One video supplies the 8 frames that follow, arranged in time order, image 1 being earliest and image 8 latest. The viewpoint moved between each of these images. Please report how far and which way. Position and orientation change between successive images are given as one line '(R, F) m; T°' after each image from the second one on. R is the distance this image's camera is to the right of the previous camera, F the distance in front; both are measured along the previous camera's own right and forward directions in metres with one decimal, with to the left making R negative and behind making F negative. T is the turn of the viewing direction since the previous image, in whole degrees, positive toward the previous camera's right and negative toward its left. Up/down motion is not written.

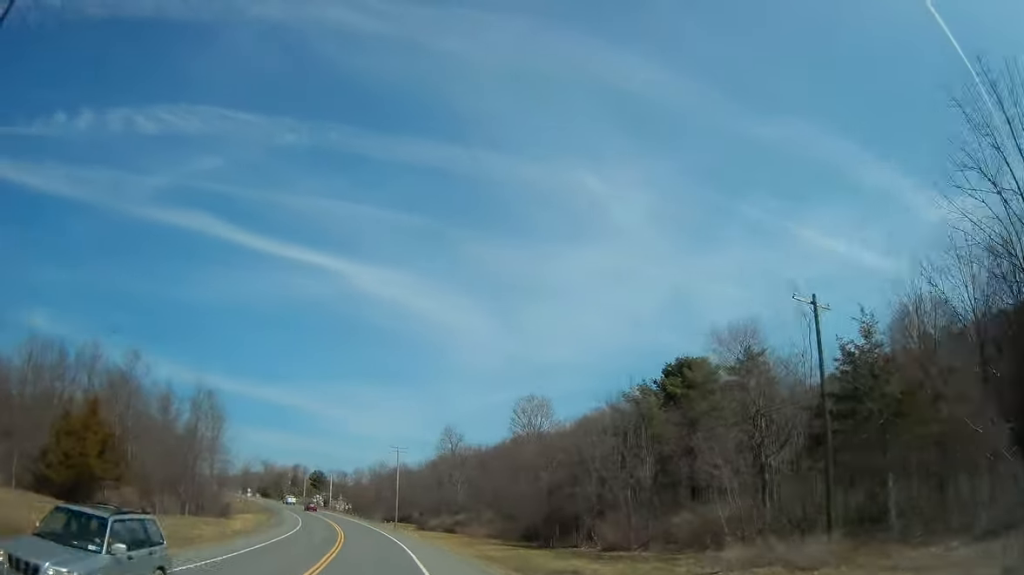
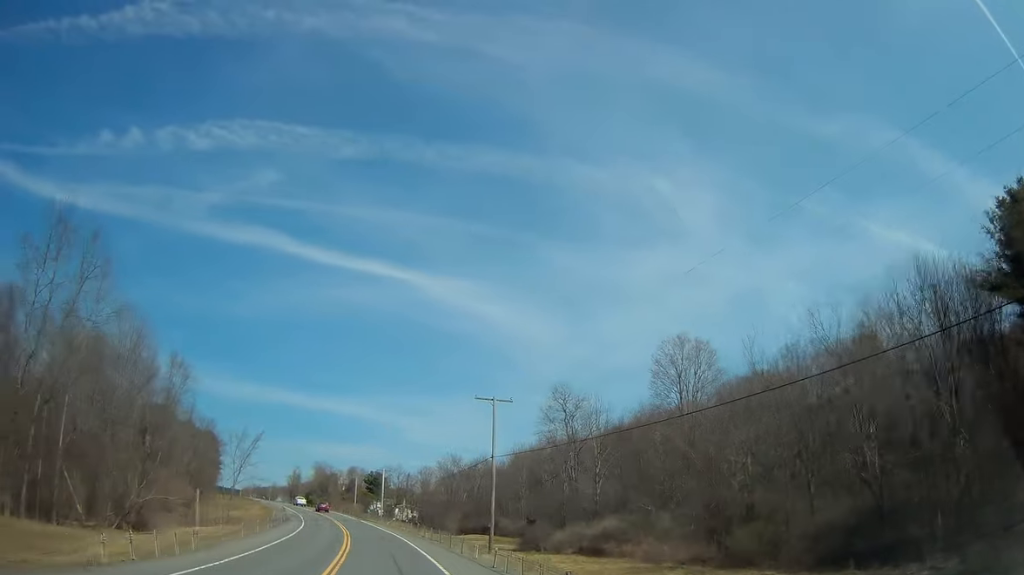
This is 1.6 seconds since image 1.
(-2.5, +39.4) m; -8°
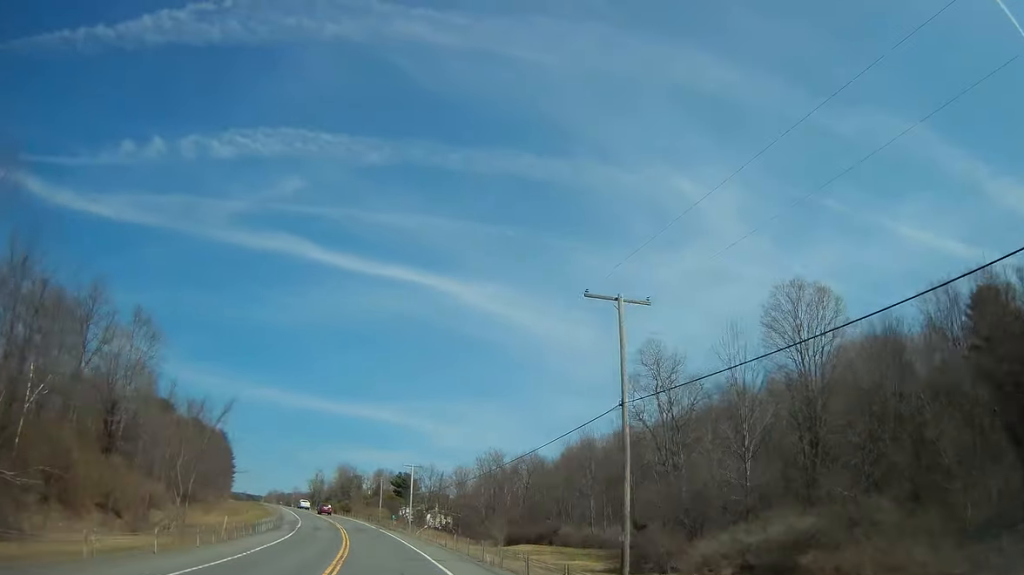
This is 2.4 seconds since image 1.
(-0.4, +19.6) m; -3°
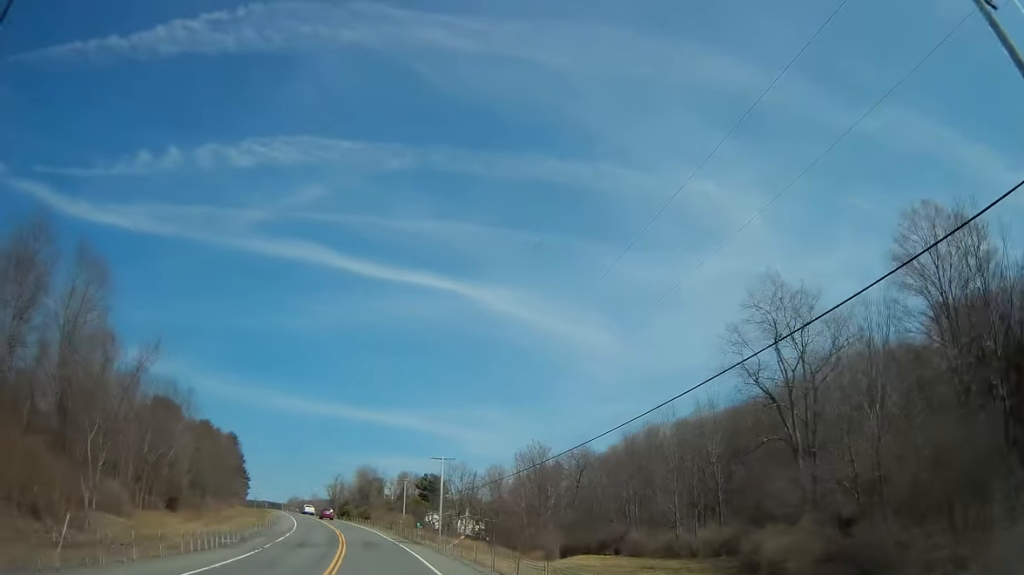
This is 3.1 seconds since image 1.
(-0.6, +16.3) m; -3°
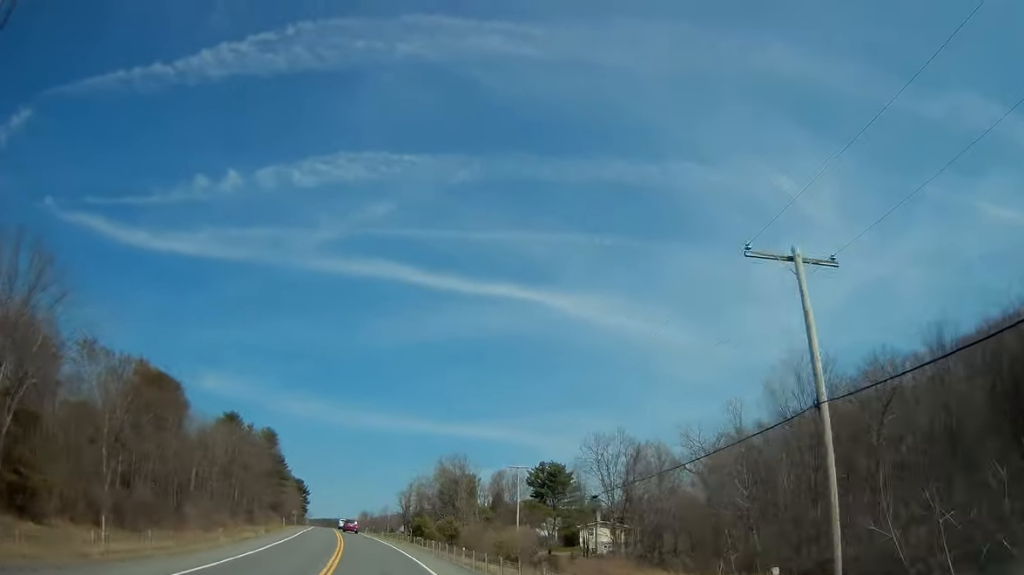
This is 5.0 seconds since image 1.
(-3.2, +47.5) m; -8°
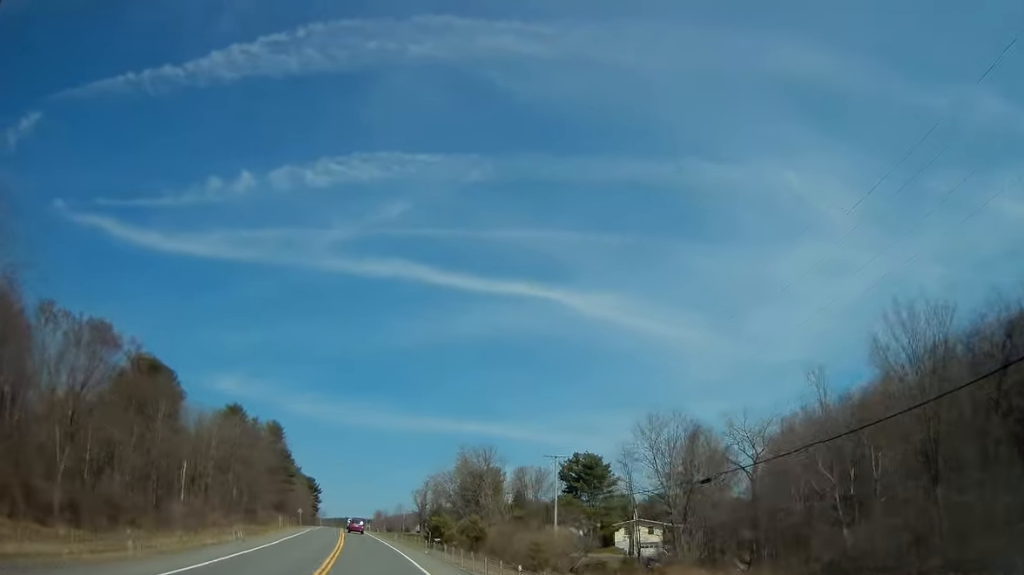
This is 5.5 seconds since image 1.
(0.0, +10.4) m; -2°
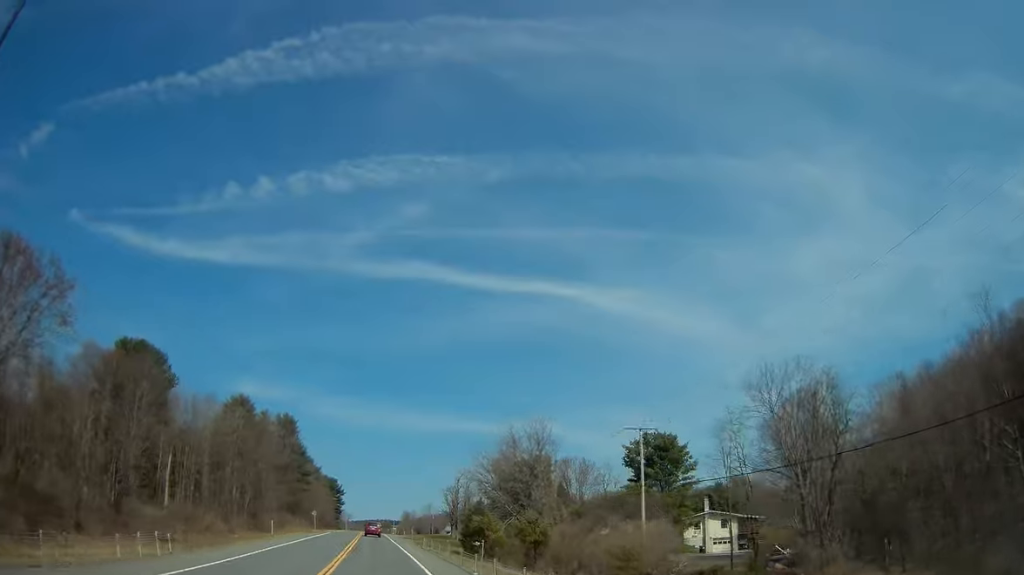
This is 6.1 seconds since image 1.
(-0.5, +15.0) m; -2°
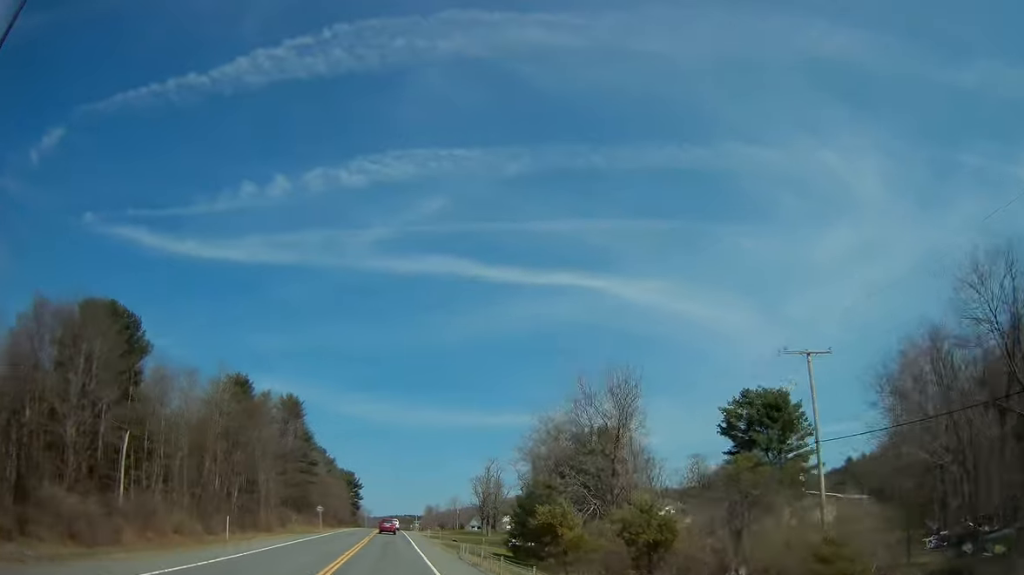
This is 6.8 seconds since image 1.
(-0.3, +17.3) m; -2°
